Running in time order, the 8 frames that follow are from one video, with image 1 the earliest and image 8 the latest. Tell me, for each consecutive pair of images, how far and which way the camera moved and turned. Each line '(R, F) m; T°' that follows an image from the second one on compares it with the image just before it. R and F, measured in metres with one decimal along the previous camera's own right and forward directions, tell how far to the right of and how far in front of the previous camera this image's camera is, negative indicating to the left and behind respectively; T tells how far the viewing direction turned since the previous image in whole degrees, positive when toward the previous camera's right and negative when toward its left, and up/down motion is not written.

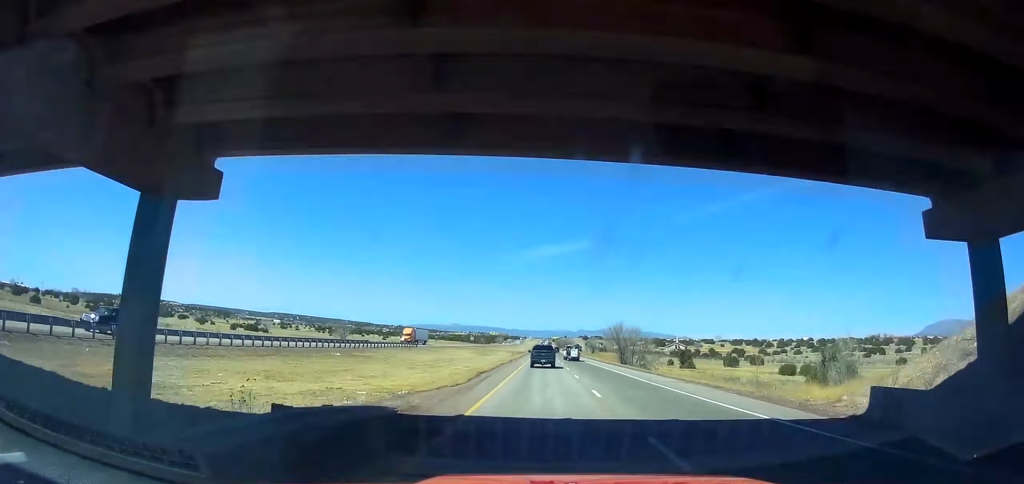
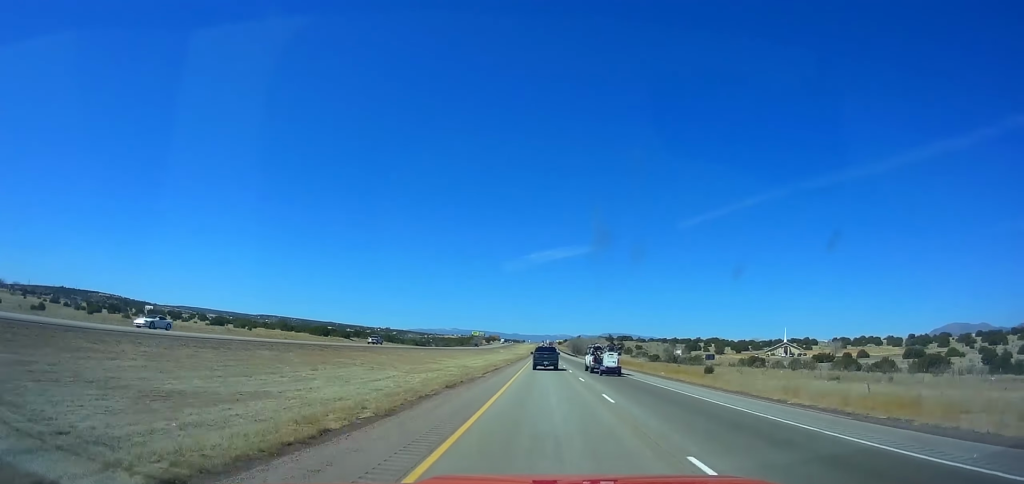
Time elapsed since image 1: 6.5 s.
(+0.1, +232.0) m; 0°
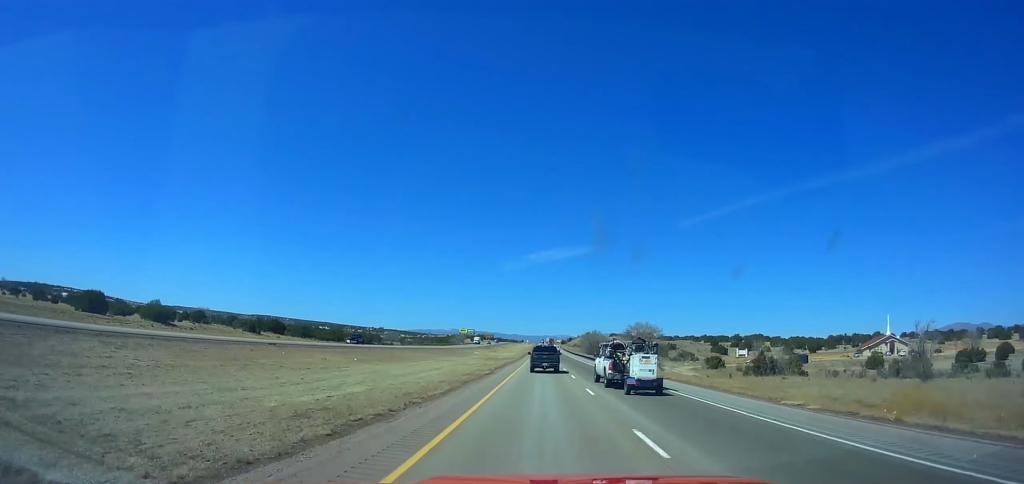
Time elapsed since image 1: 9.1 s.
(+0.3, +92.5) m; 0°
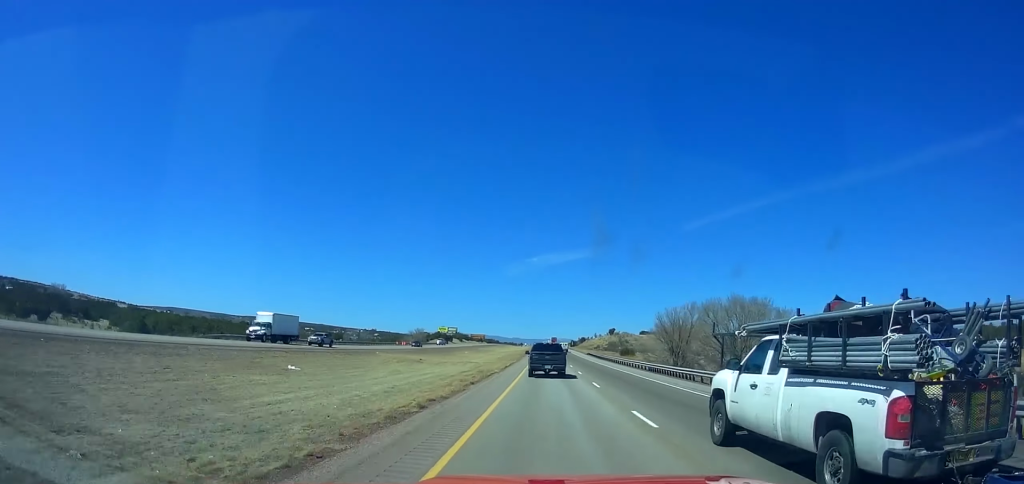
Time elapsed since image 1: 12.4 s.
(-0.6, +116.1) m; 0°
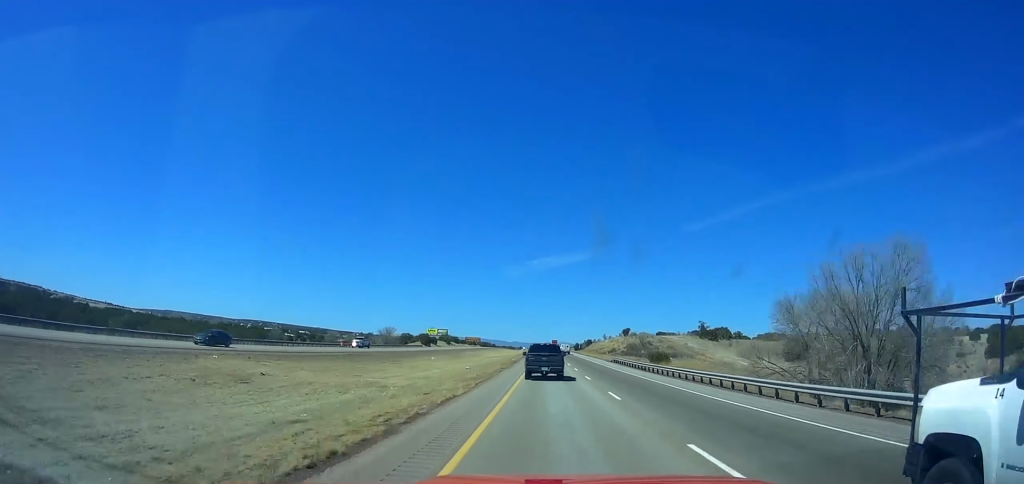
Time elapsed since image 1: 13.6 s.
(+0.2, +41.5) m; 0°
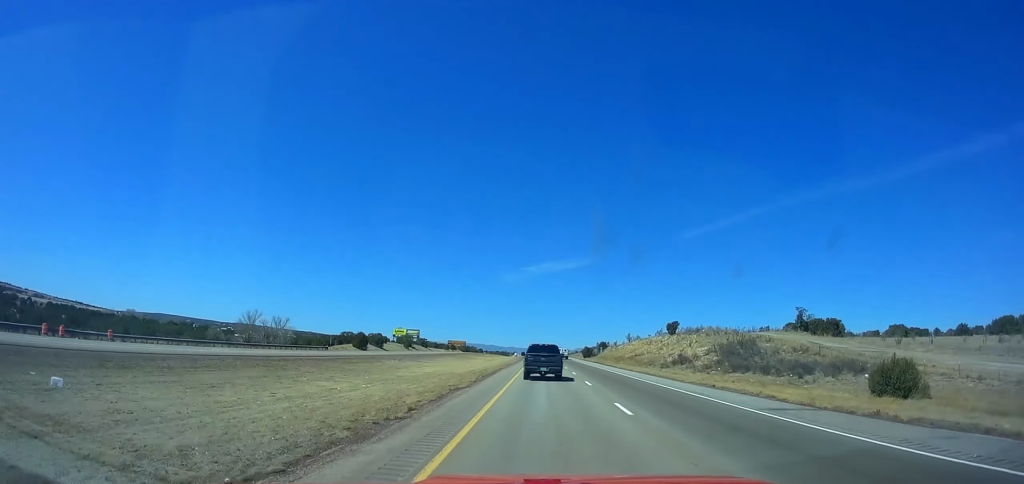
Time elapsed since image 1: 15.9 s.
(+0.9, +78.8) m; 0°
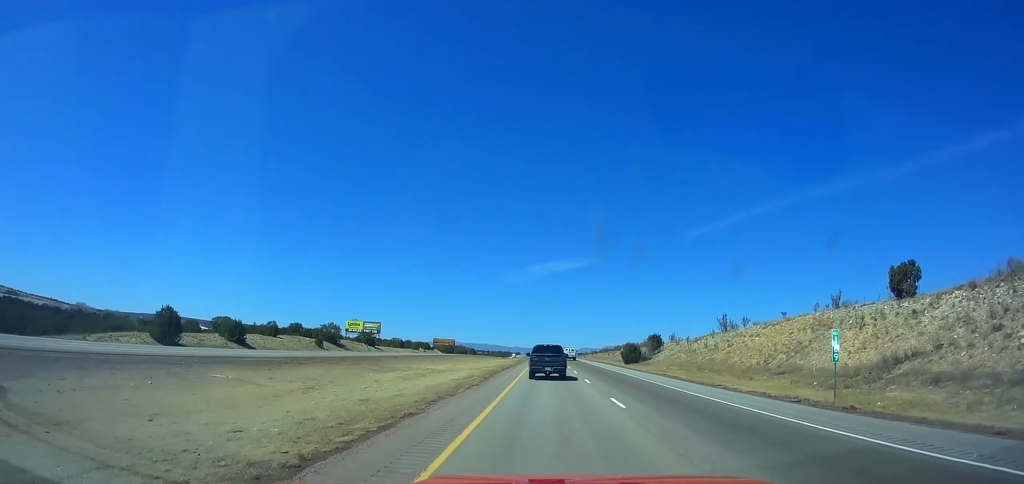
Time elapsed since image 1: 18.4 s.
(-0.8, +84.1) m; 0°
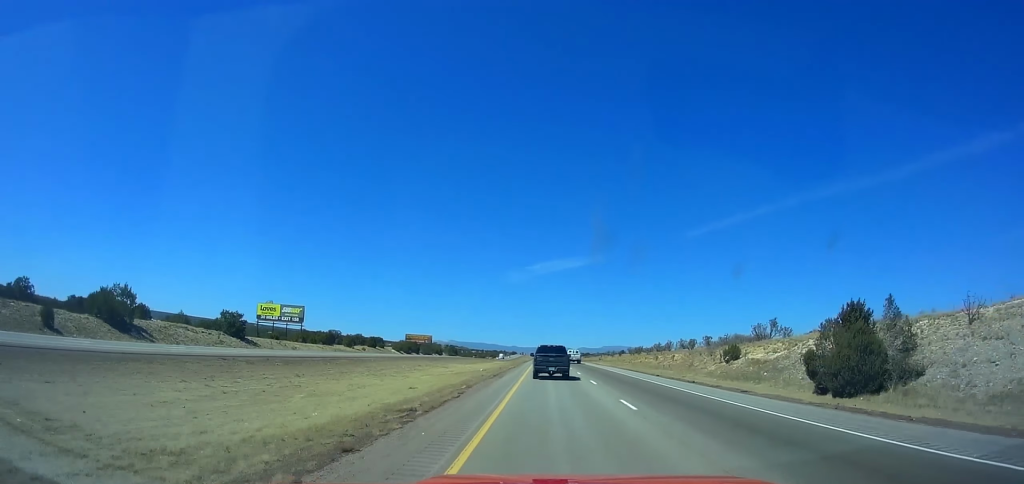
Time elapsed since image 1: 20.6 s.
(+0.2, +73.4) m; 0°
